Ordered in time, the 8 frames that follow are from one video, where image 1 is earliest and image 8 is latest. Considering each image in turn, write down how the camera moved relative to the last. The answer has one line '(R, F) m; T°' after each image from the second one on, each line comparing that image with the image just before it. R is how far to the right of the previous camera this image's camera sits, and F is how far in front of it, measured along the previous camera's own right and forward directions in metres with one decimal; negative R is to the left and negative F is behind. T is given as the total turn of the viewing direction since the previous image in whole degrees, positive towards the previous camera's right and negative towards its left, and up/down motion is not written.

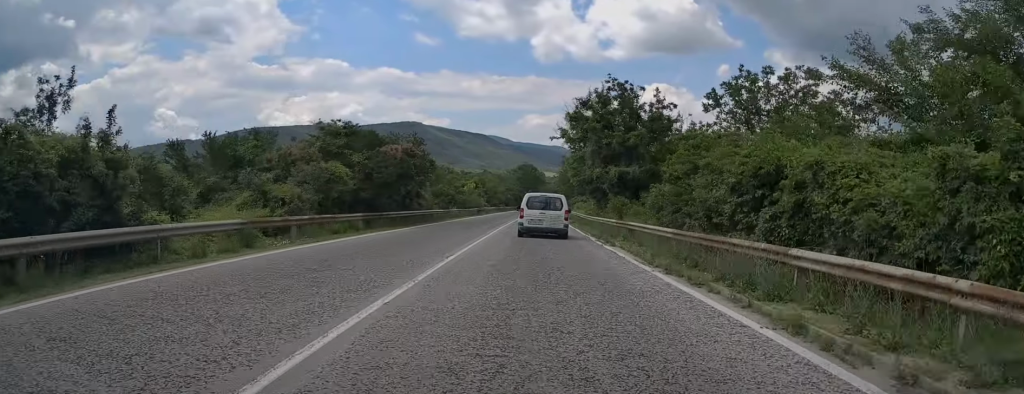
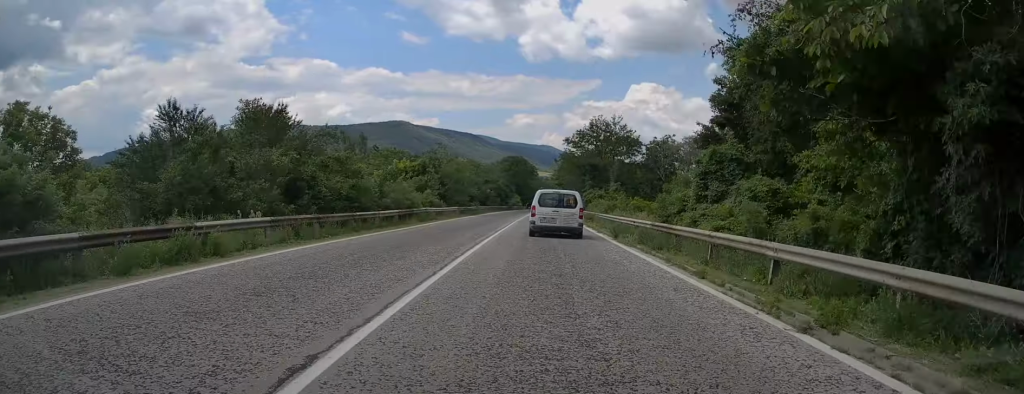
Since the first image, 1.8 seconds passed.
(+0.2, +40.3) m; +2°
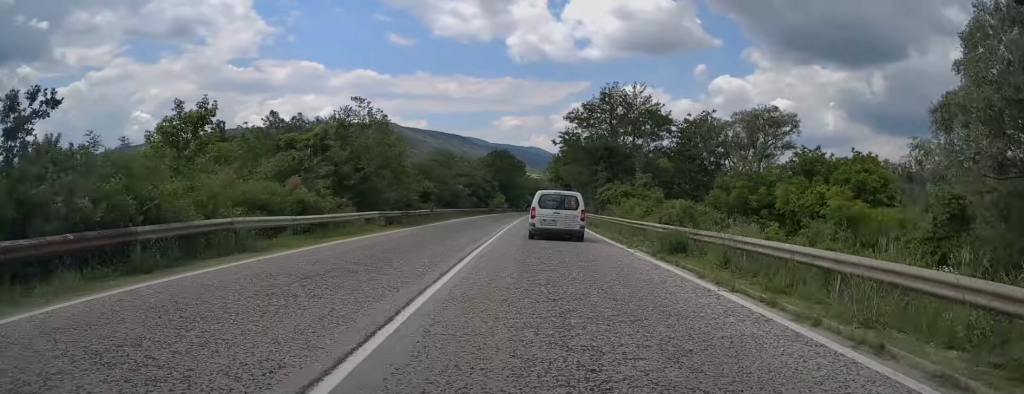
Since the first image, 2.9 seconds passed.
(+0.5, +25.0) m; +2°
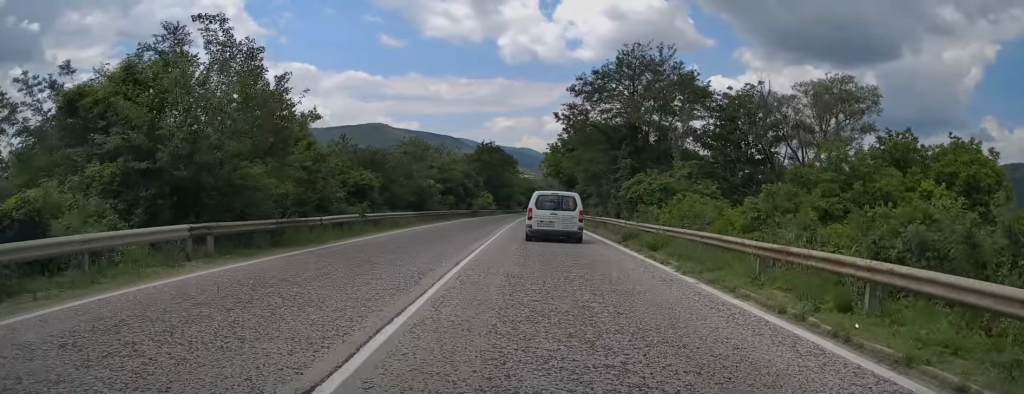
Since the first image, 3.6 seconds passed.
(+0.3, +15.9) m; 0°
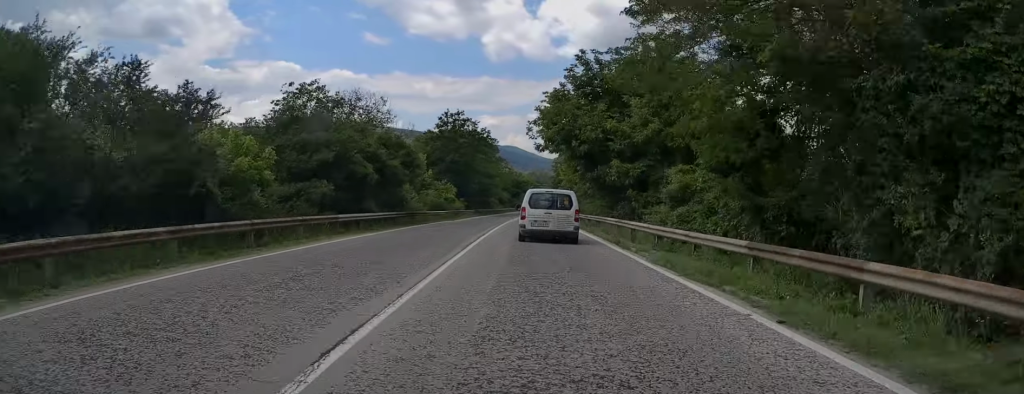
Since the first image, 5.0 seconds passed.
(-0.2, +32.4) m; +1°
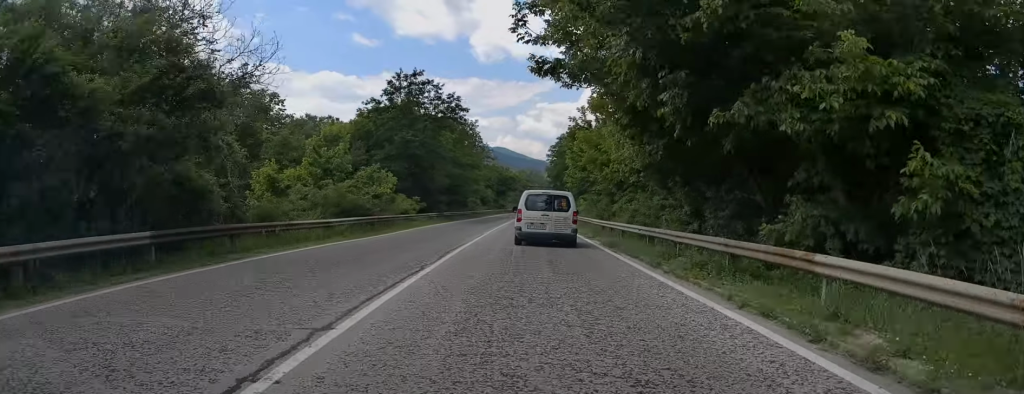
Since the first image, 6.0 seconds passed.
(+0.2, +23.3) m; +1°
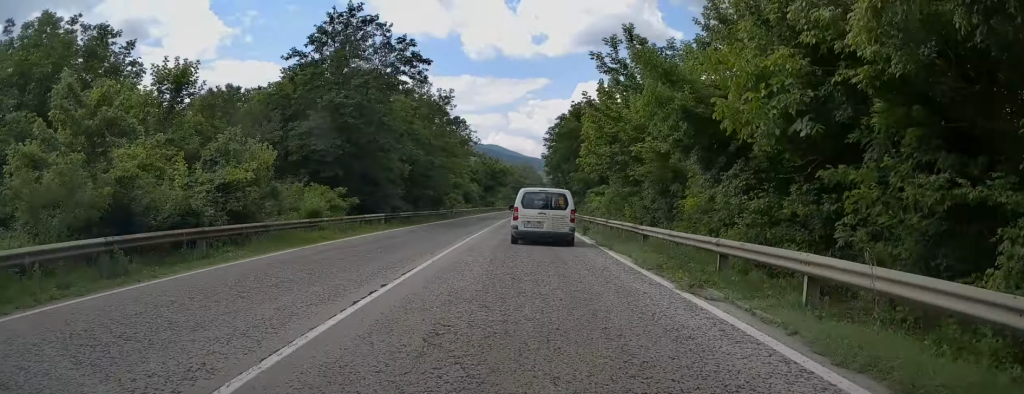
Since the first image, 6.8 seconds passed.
(0.0, +16.4) m; +1°
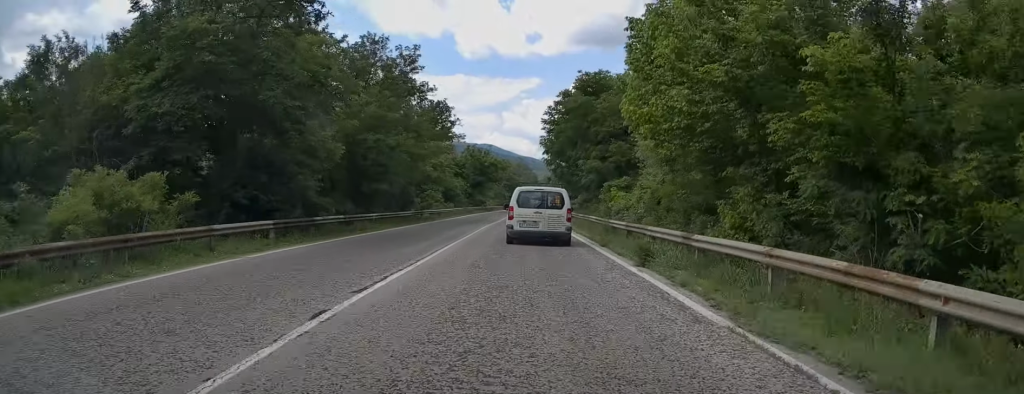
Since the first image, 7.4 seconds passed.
(+0.2, +14.0) m; +1°
